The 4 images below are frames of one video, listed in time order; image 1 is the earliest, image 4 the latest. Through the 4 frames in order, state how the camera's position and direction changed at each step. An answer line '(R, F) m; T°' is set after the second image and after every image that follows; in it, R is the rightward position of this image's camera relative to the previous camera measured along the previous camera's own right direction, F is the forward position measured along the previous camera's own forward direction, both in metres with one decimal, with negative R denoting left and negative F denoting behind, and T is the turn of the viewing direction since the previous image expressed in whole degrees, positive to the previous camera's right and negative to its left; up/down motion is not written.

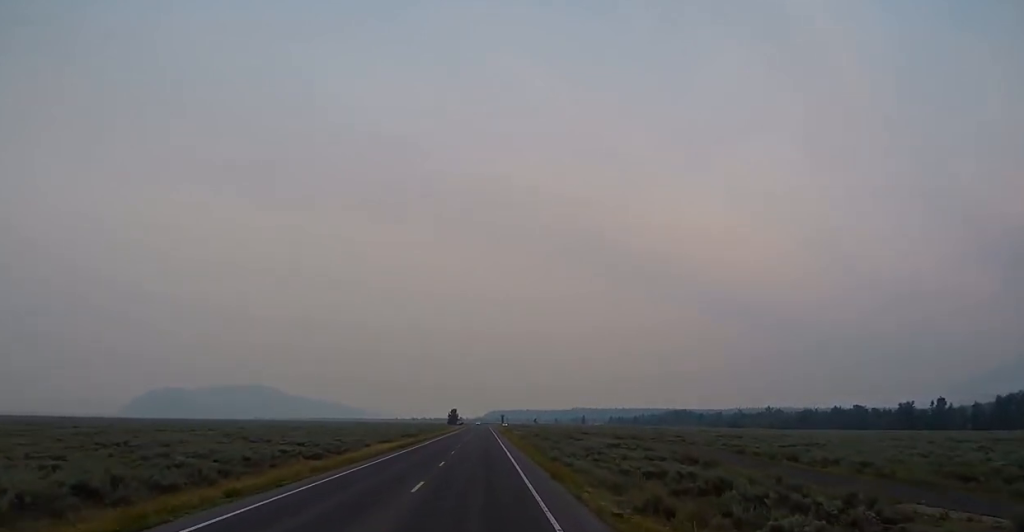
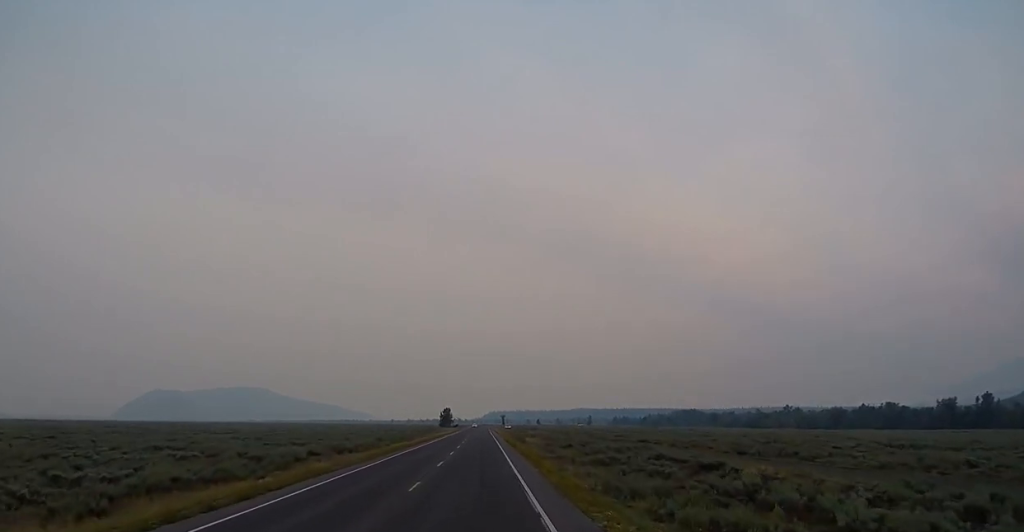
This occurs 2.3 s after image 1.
(0.0, +48.3) m; 0°
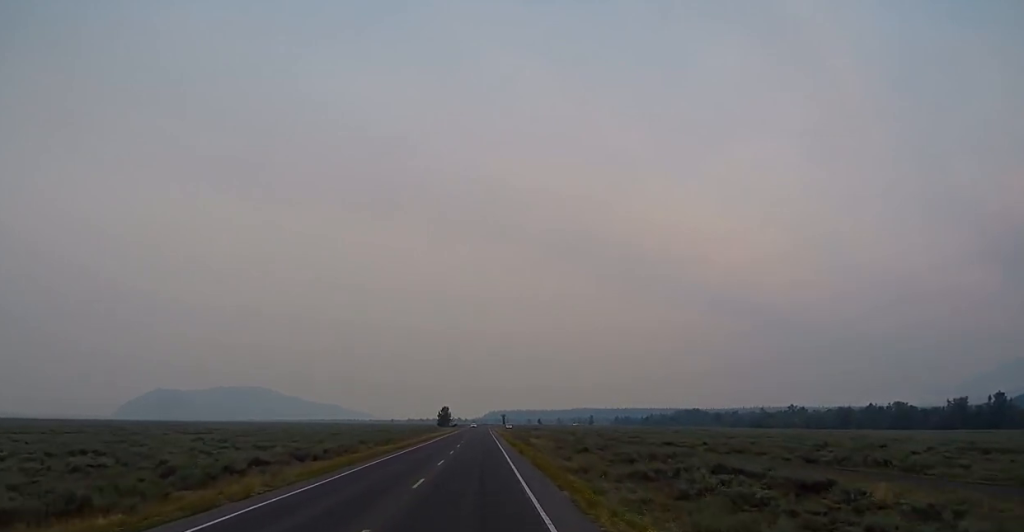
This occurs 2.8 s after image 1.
(0.0, +10.8) m; 0°
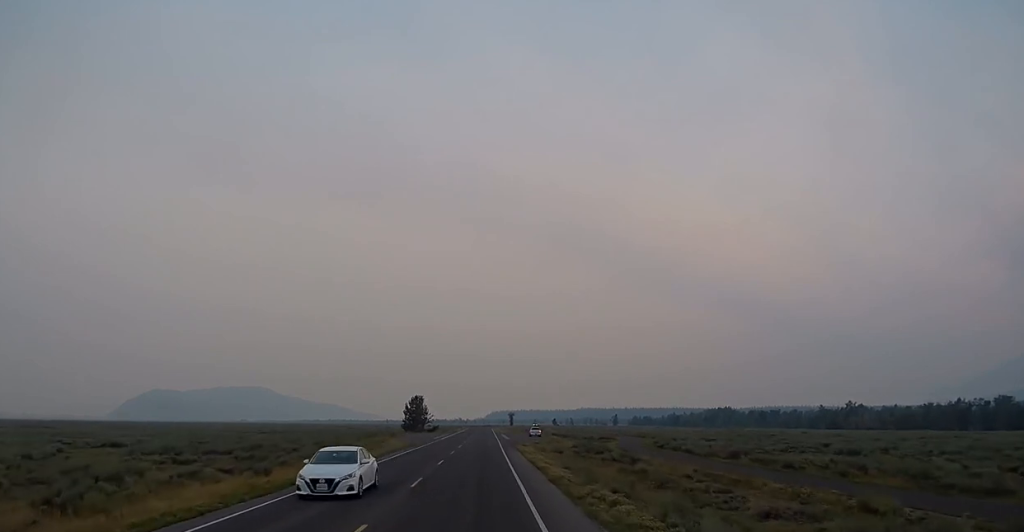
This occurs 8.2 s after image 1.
(-0.2, +106.7) m; 0°
